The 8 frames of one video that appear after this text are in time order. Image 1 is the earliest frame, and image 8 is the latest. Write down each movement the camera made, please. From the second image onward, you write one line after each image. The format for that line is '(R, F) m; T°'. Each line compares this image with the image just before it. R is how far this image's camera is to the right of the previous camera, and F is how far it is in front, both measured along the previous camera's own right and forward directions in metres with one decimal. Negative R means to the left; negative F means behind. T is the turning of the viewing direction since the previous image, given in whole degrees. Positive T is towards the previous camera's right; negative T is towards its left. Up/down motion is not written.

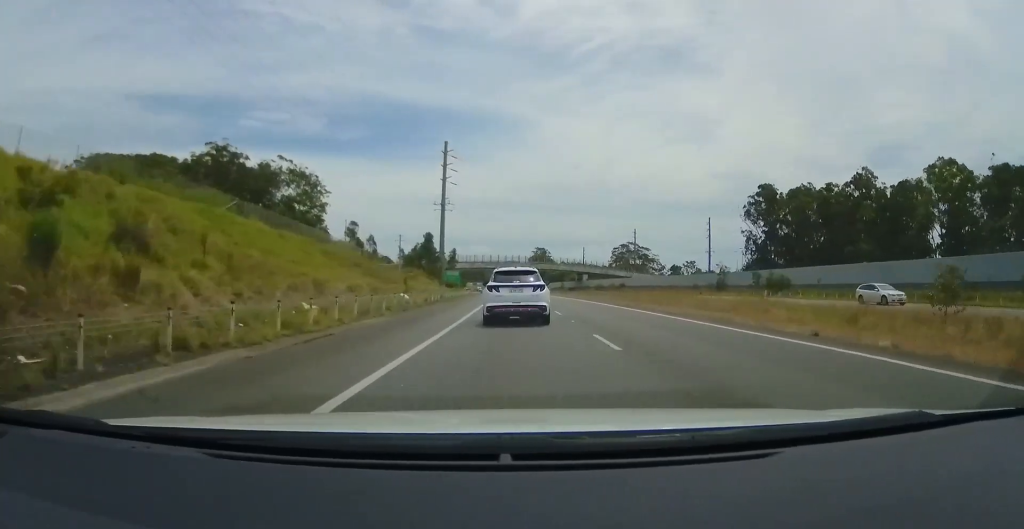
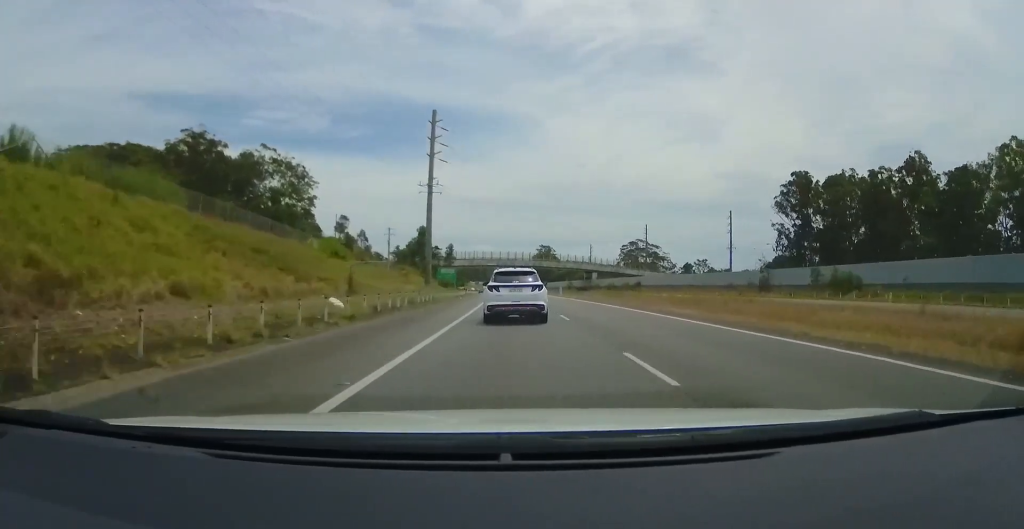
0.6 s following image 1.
(-0.1, +15.3) m; -1°
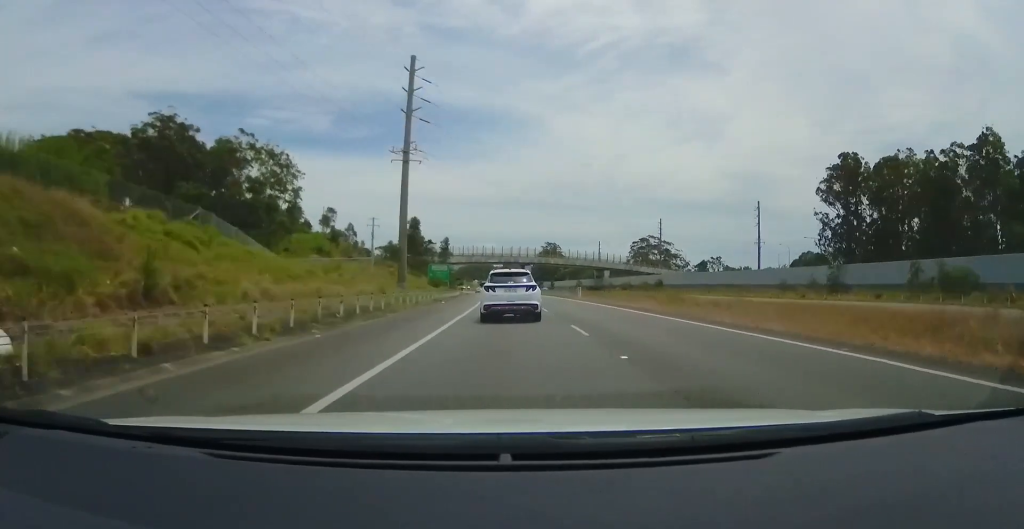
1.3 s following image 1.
(-0.2, +17.2) m; -2°
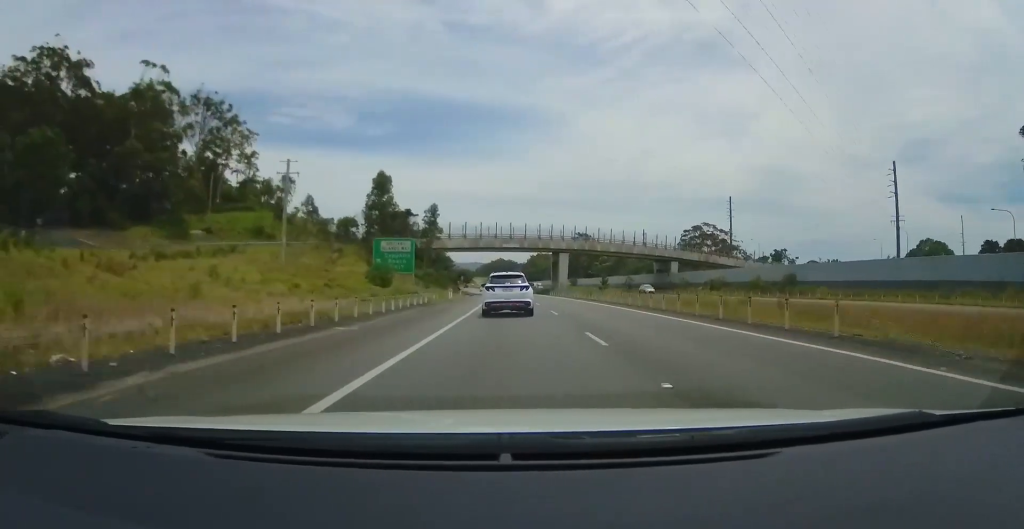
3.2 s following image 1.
(-0.2, +48.6) m; -1°
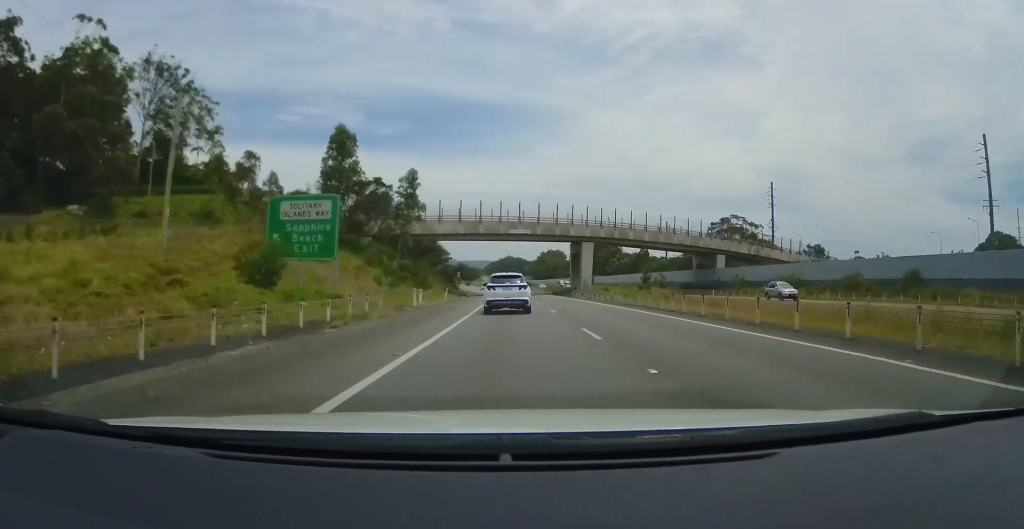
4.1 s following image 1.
(-0.5, +22.3) m; -1°
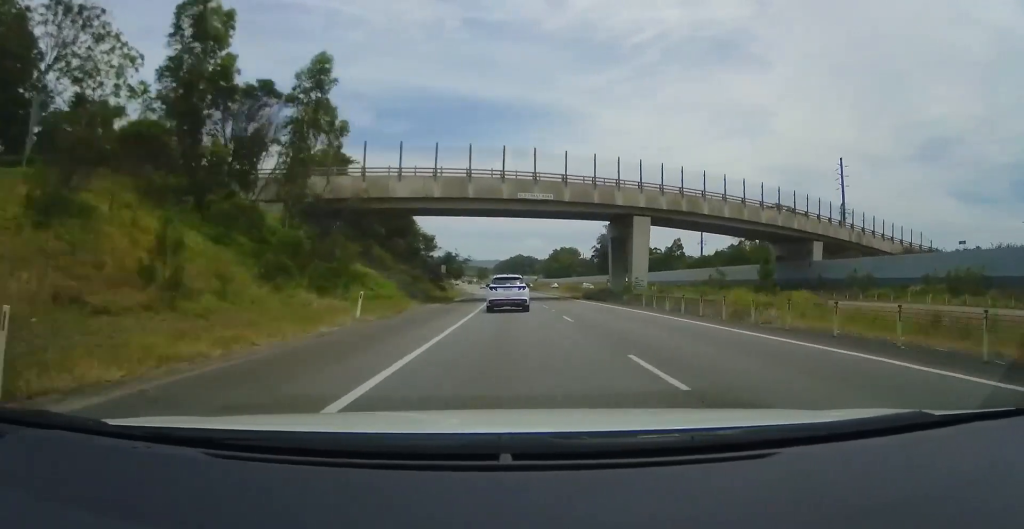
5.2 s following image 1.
(+0.1, +28.6) m; 0°
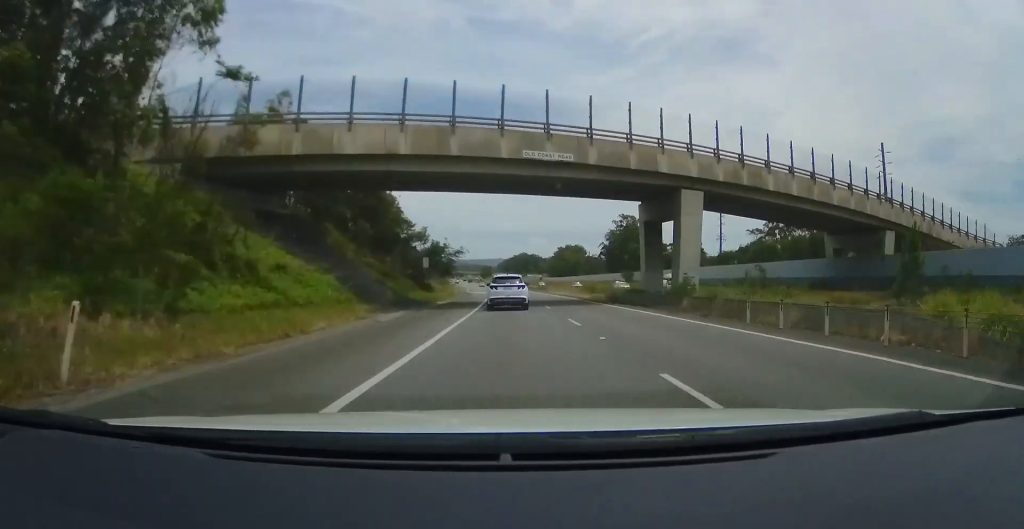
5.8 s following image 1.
(0.0, +14.5) m; 0°
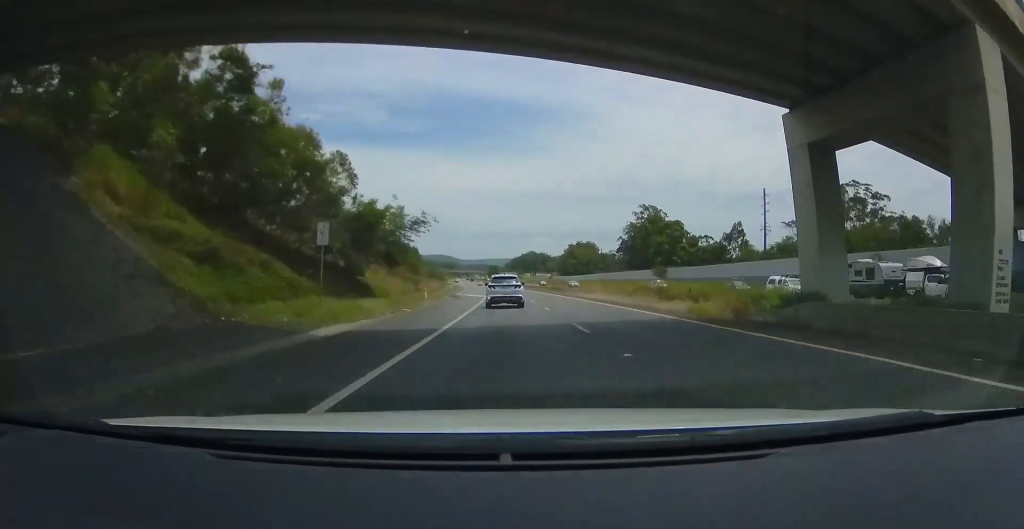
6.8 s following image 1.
(0.0, +26.1) m; -1°
